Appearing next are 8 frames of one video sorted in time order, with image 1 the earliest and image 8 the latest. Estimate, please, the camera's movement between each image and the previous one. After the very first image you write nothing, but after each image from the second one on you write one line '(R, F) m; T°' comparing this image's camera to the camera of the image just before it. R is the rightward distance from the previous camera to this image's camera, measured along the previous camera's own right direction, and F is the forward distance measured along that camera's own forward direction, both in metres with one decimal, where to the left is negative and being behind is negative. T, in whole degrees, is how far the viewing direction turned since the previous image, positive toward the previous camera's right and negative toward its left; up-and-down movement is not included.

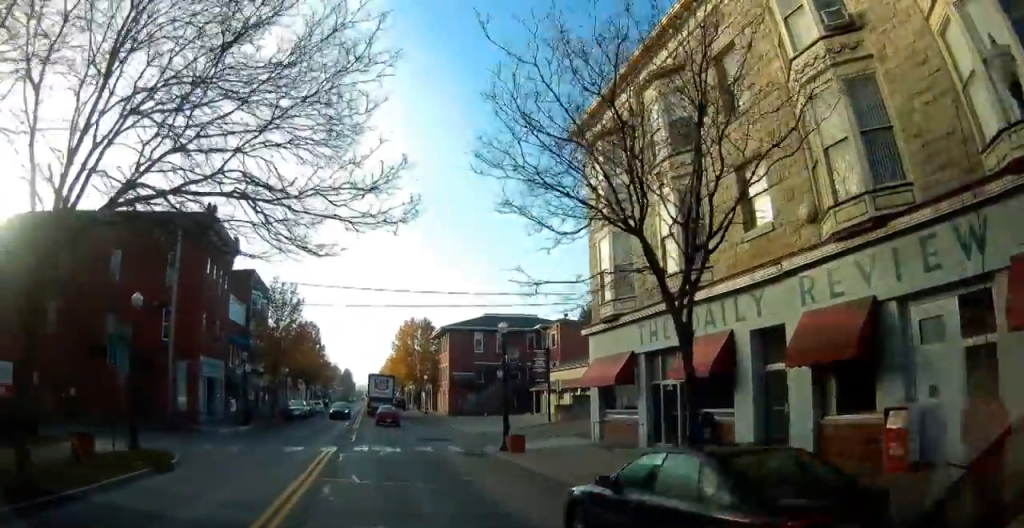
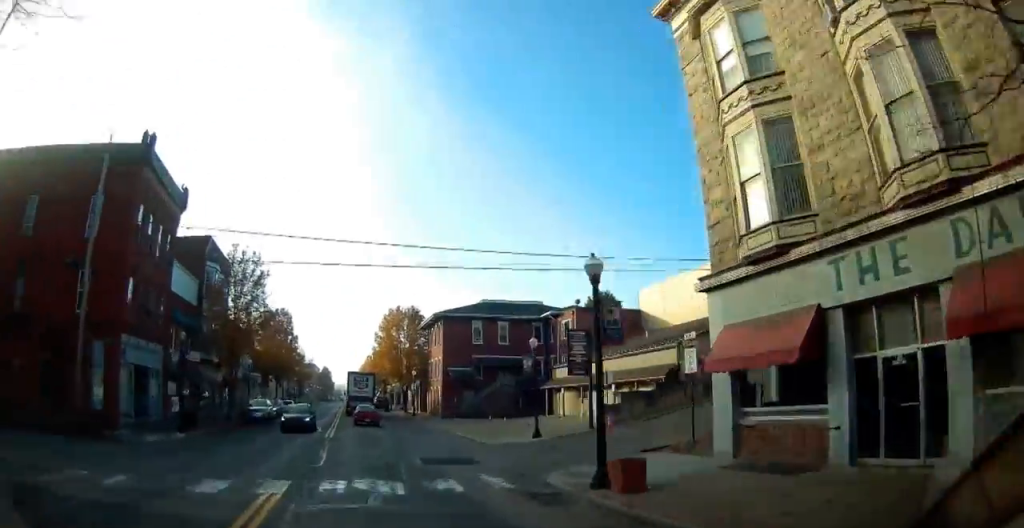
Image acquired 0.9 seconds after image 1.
(-0.3, +10.1) m; 0°
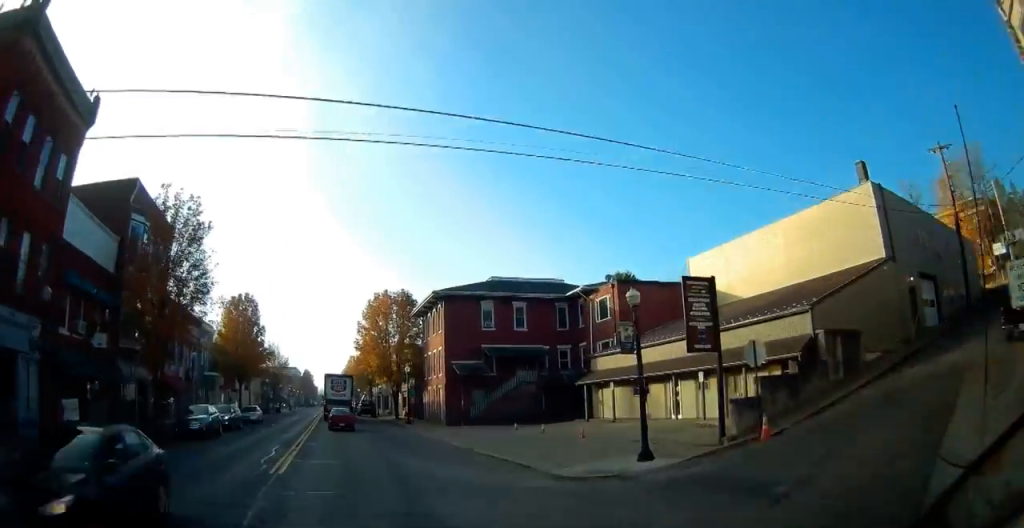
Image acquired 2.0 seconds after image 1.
(+0.4, +12.1) m; +3°
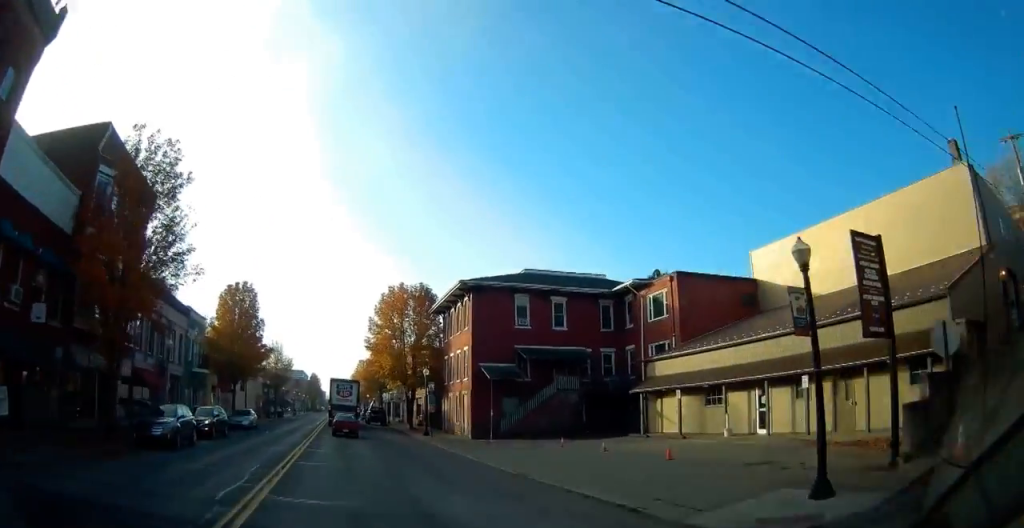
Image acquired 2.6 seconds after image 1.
(+0.2, +6.5) m; 0°
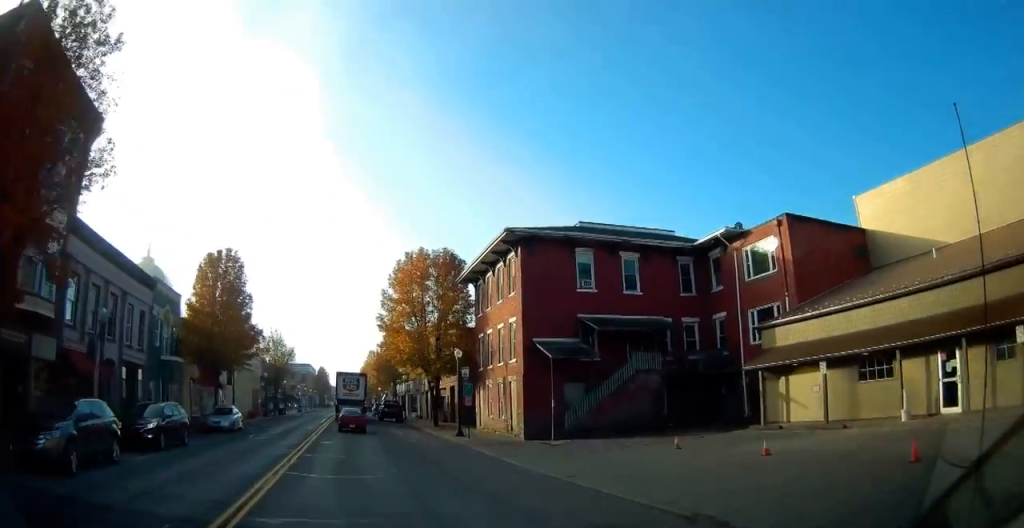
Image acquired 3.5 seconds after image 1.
(-0.1, +9.6) m; -1°
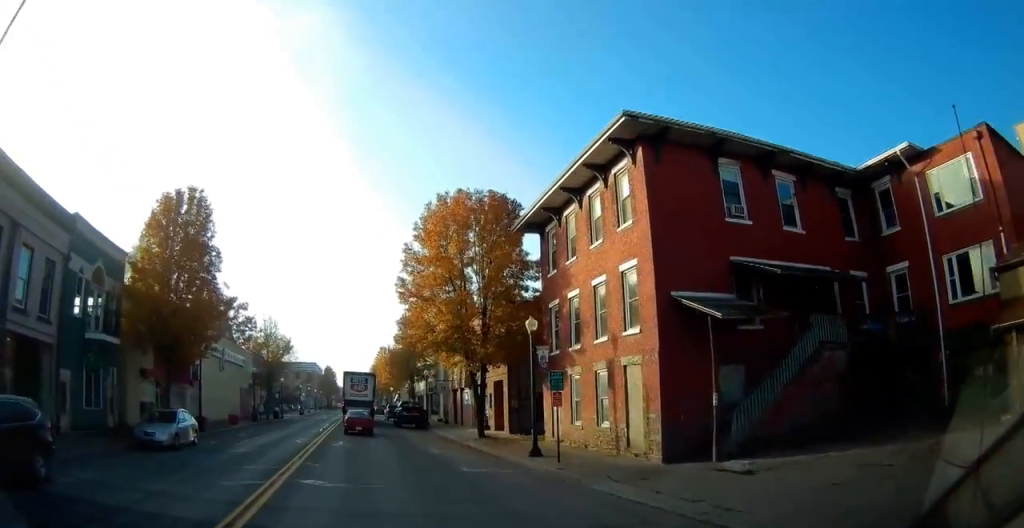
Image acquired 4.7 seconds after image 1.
(-0.2, +12.2) m; -1°
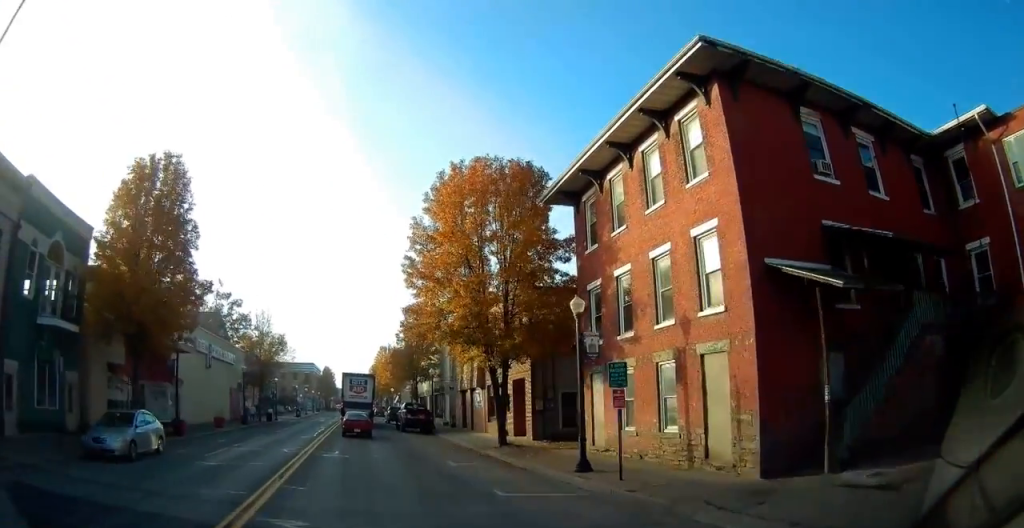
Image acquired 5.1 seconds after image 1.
(0.0, +4.4) m; 0°
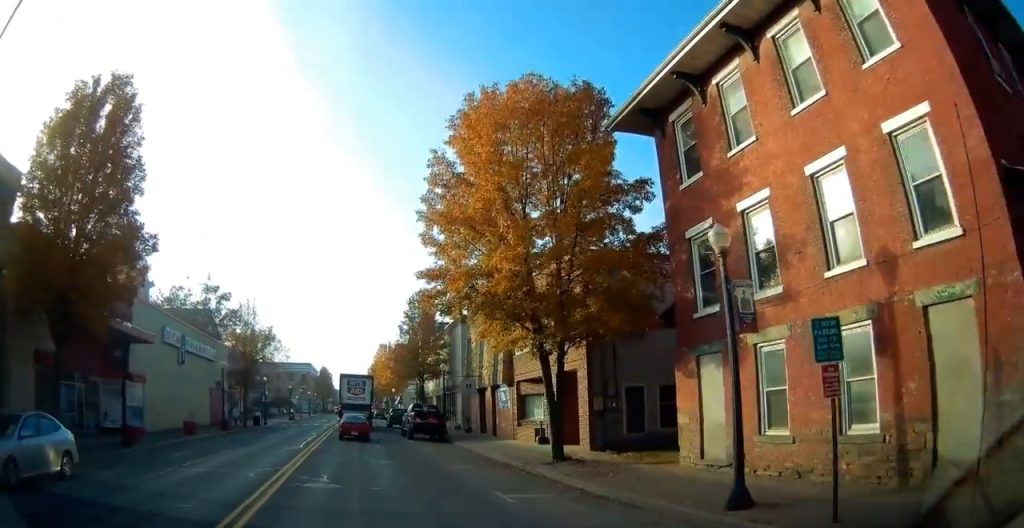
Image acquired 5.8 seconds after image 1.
(0.0, +7.0) m; 0°
